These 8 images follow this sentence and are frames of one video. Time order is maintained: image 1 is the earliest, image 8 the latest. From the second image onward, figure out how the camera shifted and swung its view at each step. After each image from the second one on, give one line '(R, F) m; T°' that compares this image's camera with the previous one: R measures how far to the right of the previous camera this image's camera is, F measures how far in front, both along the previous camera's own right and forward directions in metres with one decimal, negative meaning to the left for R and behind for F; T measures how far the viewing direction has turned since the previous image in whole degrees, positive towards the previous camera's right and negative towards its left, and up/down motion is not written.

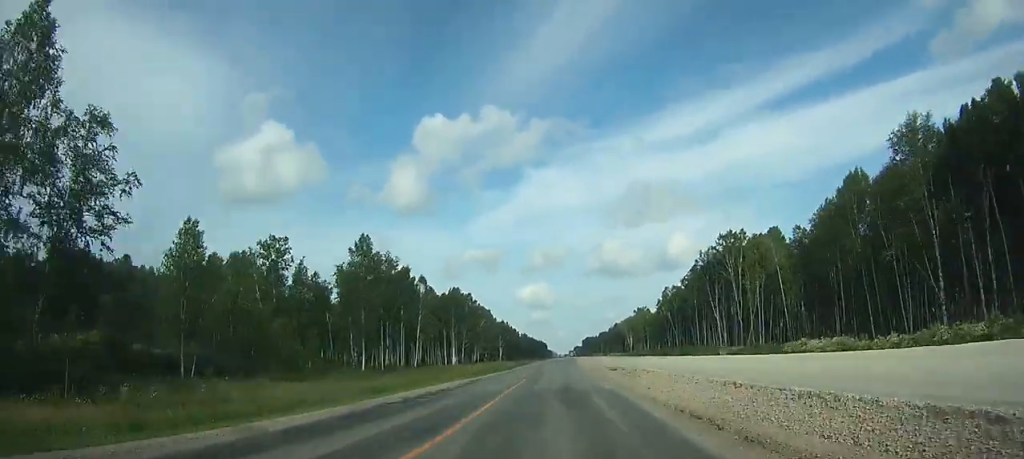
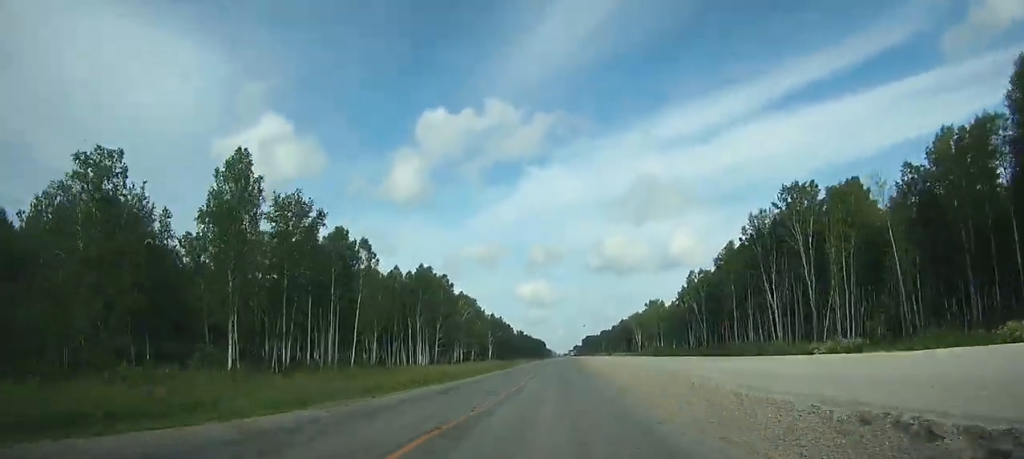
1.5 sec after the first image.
(0.0, +38.9) m; 0°
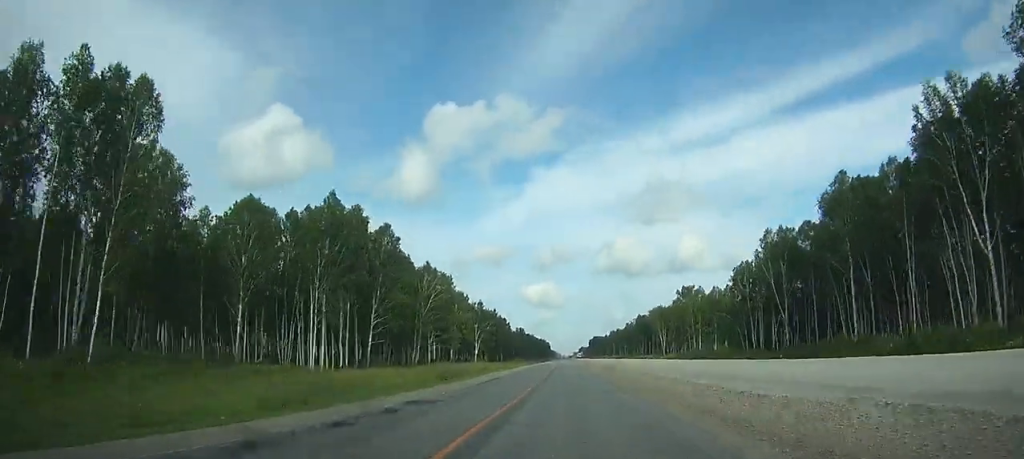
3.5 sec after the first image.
(-0.1, +53.9) m; 0°
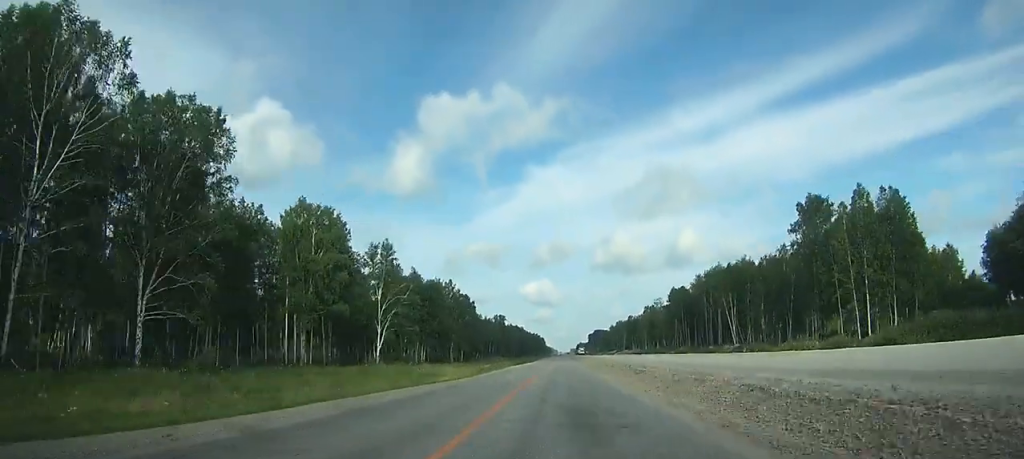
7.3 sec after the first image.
(+0.5, +97.2) m; 0°
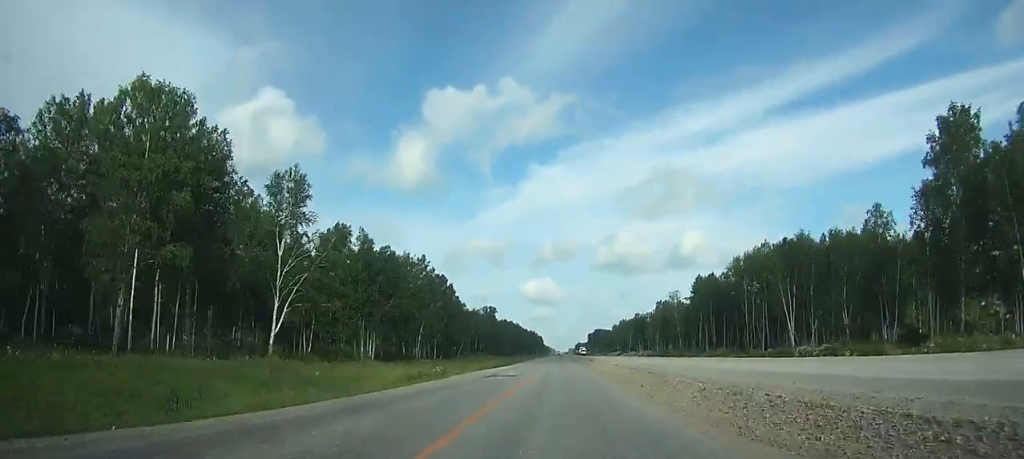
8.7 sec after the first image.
(0.0, +34.3) m; 0°
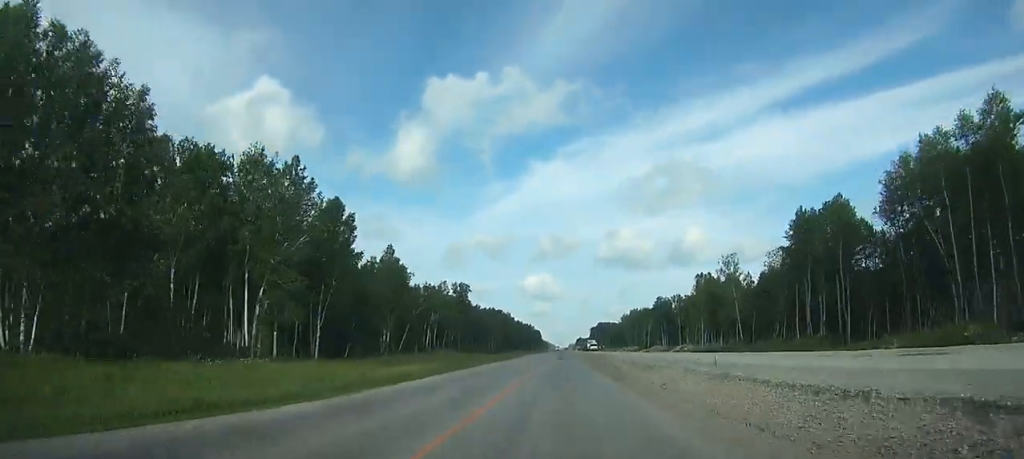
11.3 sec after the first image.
(-0.1, +70.5) m; 0°
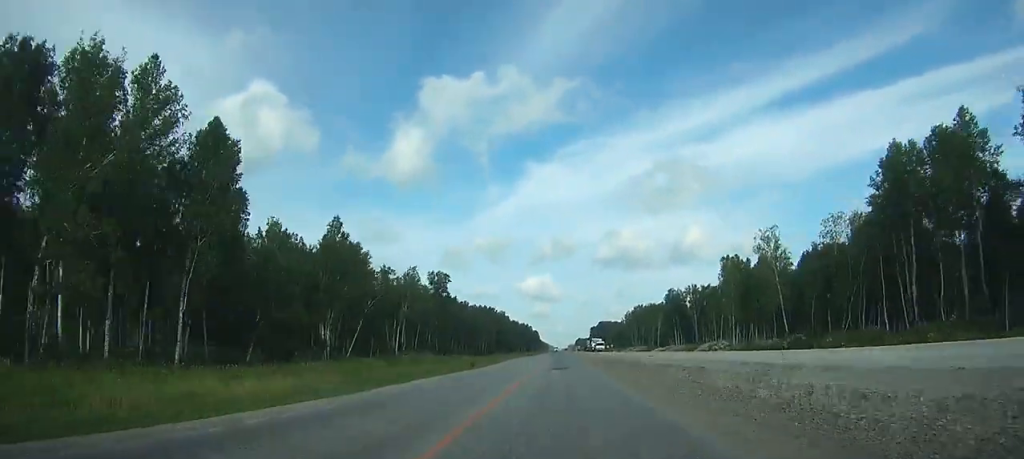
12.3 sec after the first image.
(0.0, +29.9) m; 0°
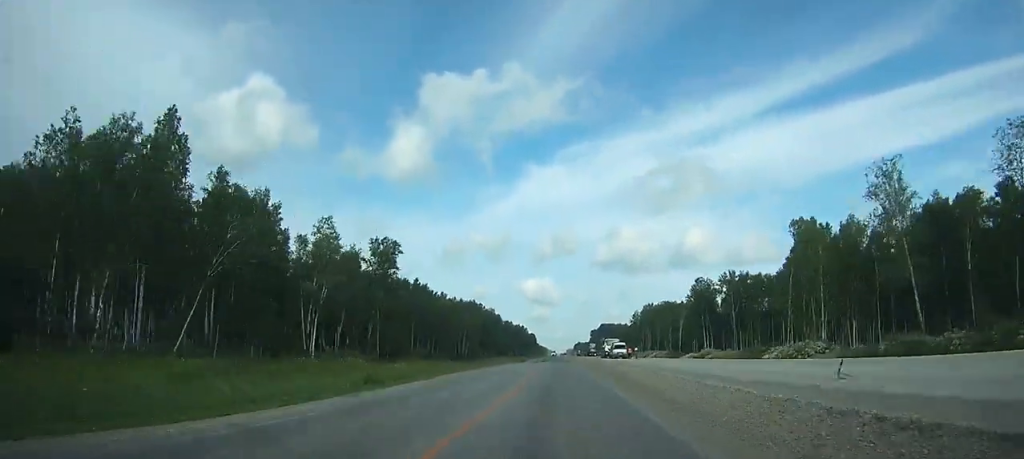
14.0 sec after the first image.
(0.0, +46.1) m; 0°
